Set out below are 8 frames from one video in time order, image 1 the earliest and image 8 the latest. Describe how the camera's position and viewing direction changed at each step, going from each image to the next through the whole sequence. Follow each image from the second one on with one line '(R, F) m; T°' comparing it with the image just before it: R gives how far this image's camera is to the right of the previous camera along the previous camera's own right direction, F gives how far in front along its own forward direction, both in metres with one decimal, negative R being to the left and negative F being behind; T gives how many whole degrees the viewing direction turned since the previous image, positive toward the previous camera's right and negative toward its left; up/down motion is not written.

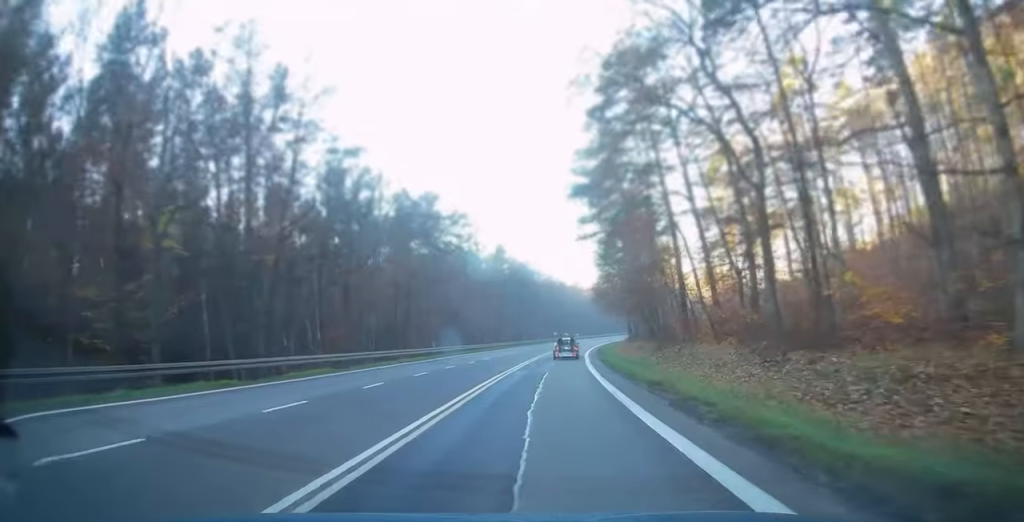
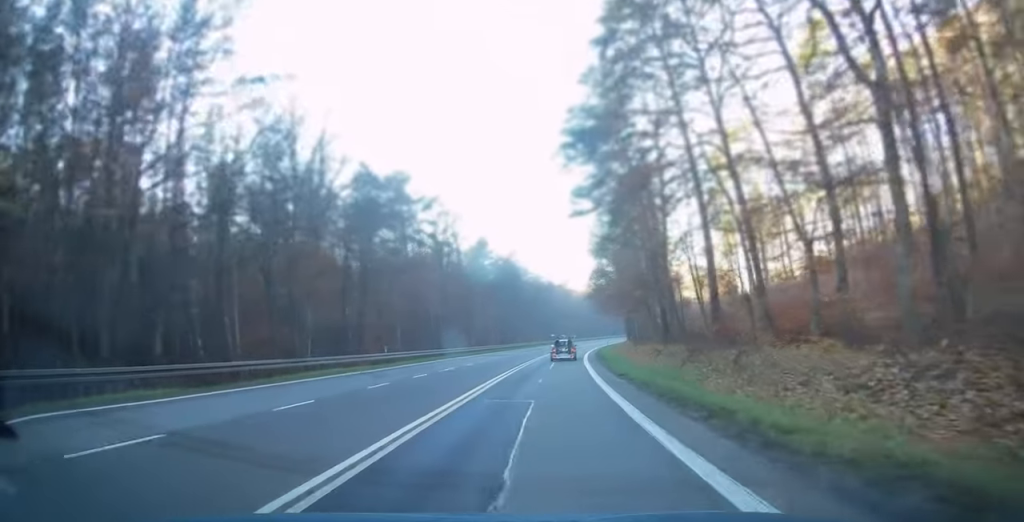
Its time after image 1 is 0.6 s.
(+0.2, +11.8) m; +1°
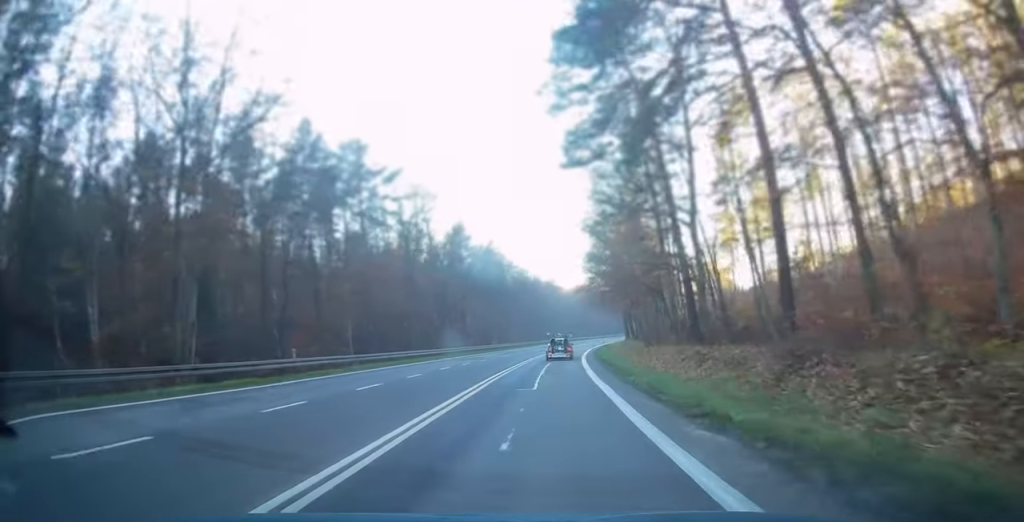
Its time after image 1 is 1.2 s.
(+0.1, +12.4) m; +2°
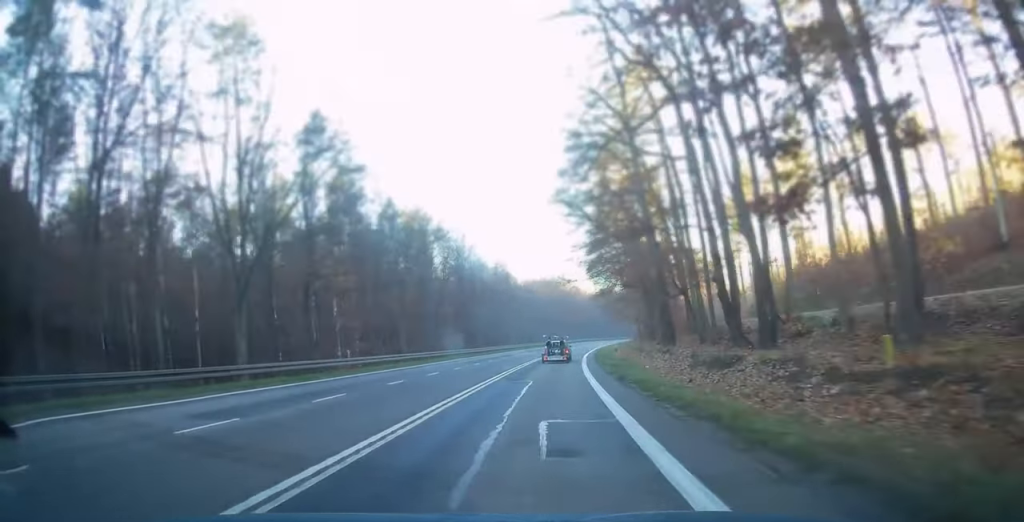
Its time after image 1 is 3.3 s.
(+1.9, +44.7) m; +4°
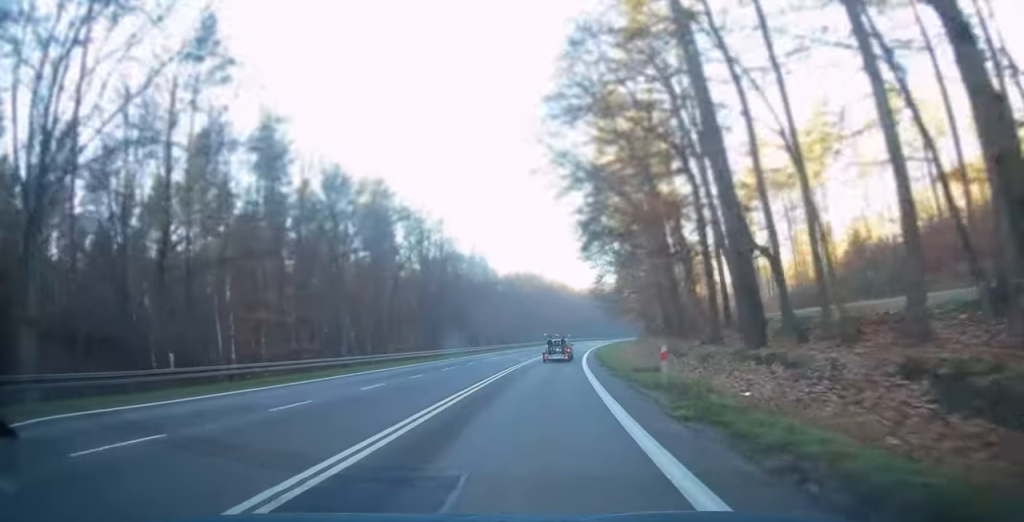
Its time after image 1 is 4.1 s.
(-0.1, +15.1) m; +1°
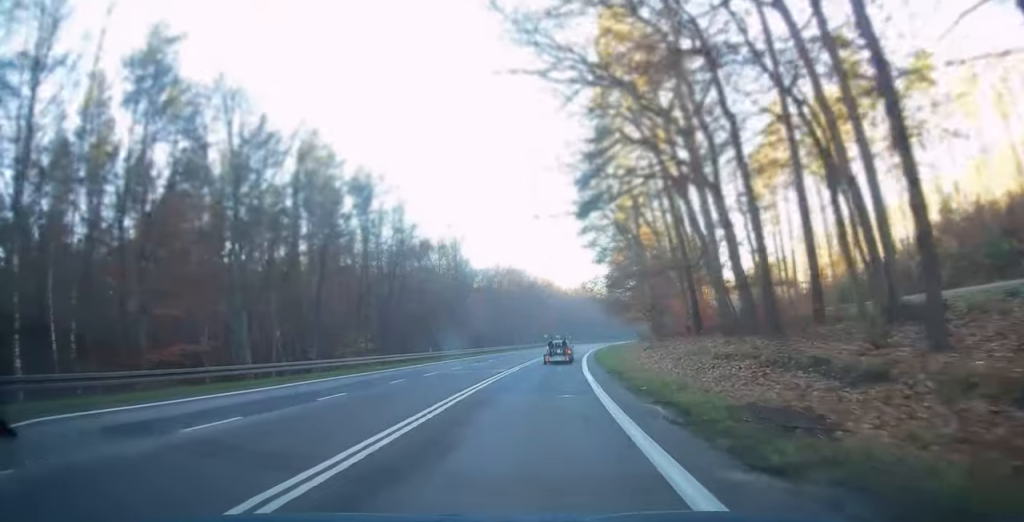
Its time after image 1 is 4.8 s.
(+0.4, +15.4) m; +2°
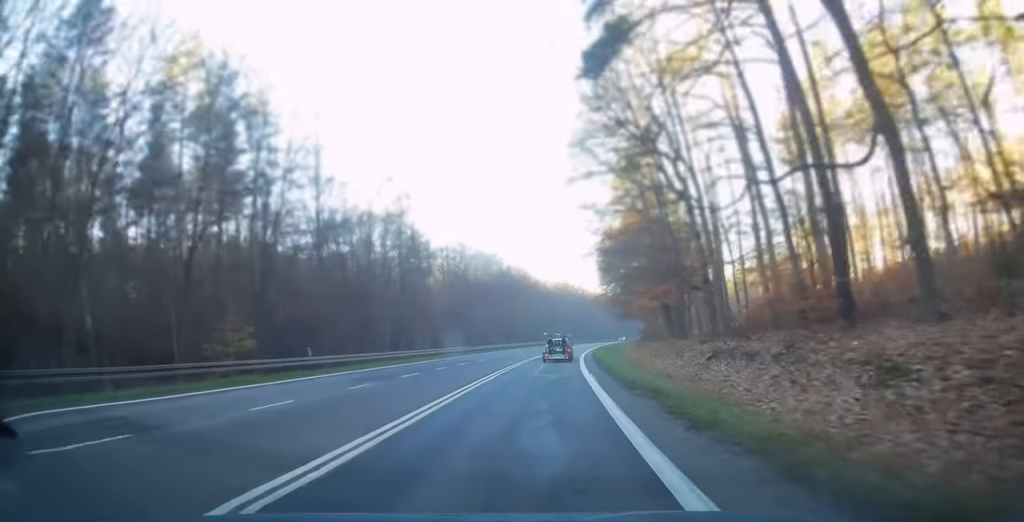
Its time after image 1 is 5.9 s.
(+0.5, +21.3) m; +3°
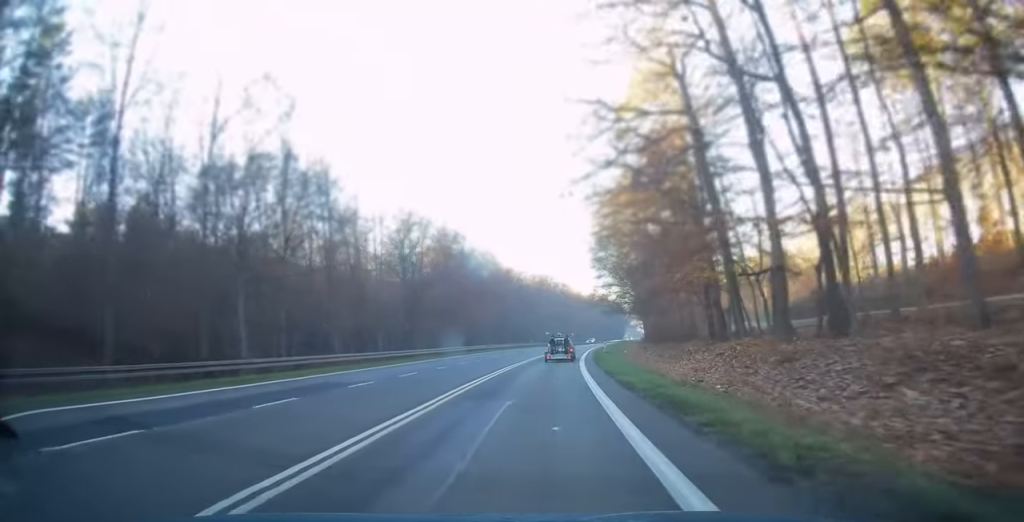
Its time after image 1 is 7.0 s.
(+0.6, +23.6) m; +3°
